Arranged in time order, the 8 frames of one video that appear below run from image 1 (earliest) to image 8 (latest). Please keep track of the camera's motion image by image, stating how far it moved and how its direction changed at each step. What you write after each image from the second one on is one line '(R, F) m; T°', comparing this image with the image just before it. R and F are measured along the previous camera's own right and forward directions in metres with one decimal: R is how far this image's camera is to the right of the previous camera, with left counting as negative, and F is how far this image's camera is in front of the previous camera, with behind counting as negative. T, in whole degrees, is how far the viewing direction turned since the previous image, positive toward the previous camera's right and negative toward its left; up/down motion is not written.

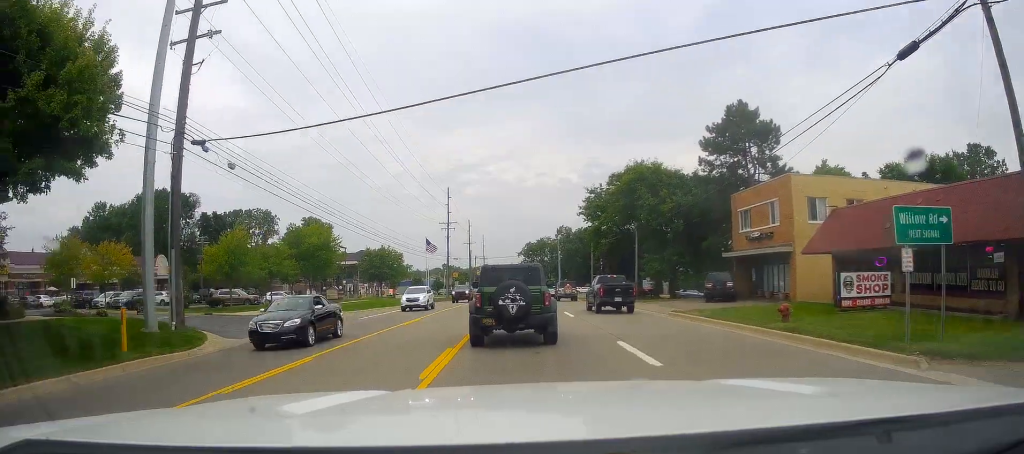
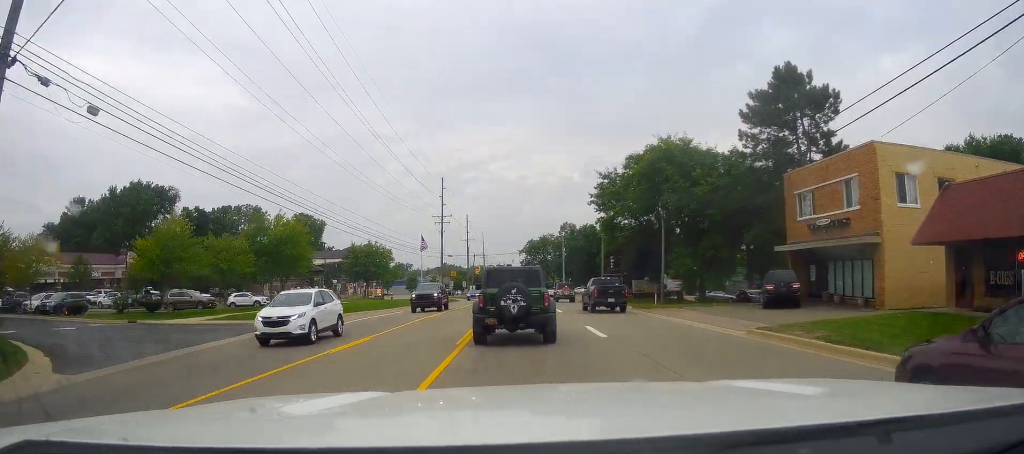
(0.0, +7.9) m; -3°
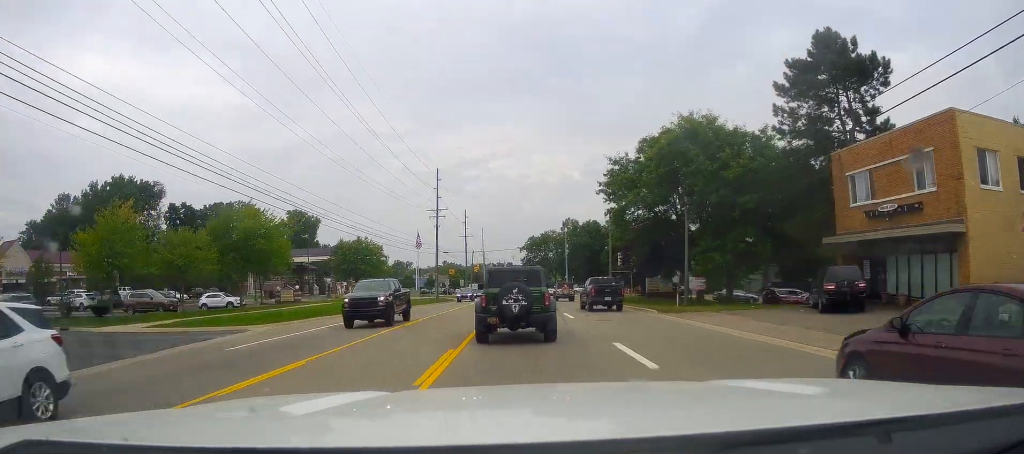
(0.0, +5.2) m; -2°
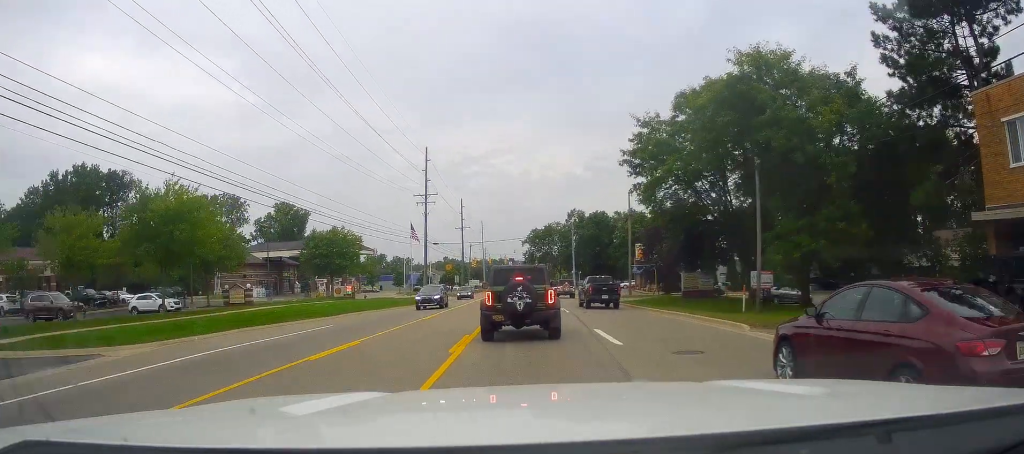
(-0.6, +10.4) m; +1°
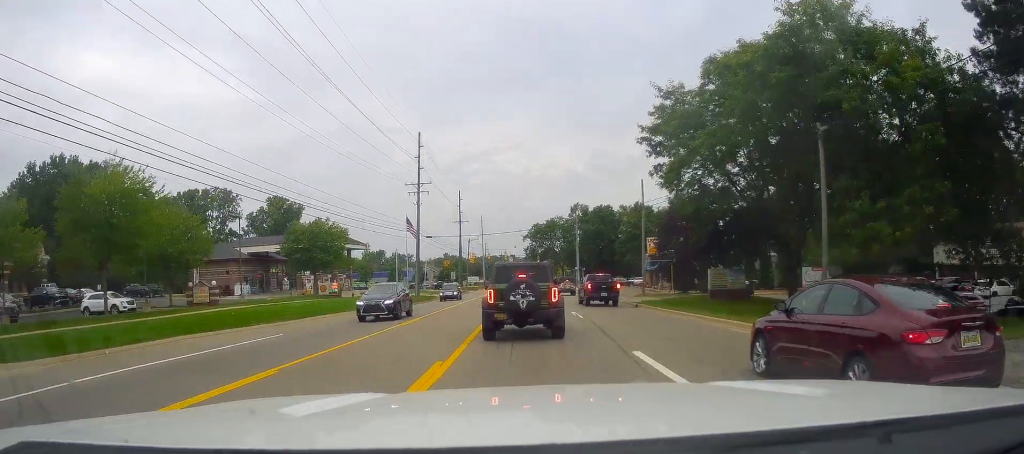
(+0.4, +5.7) m; +2°
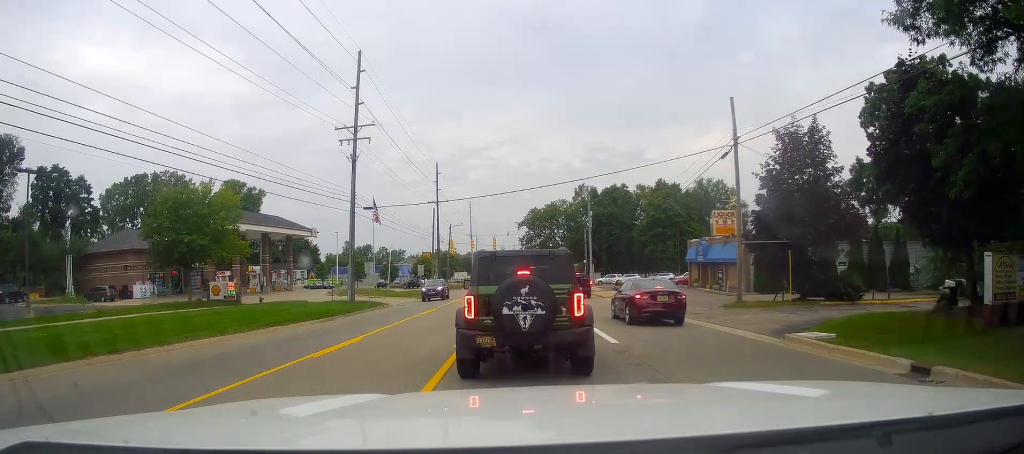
(+0.1, +31.7) m; 0°
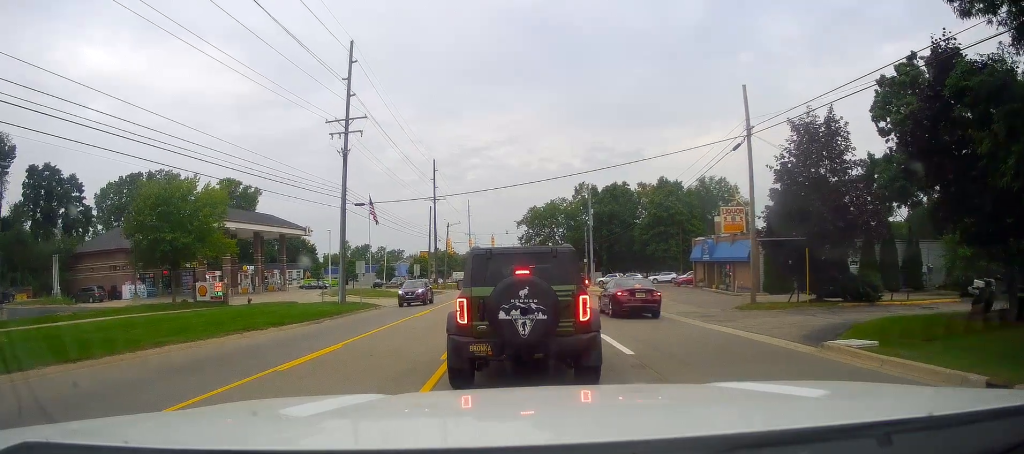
(+0.1, +3.7) m; +1°
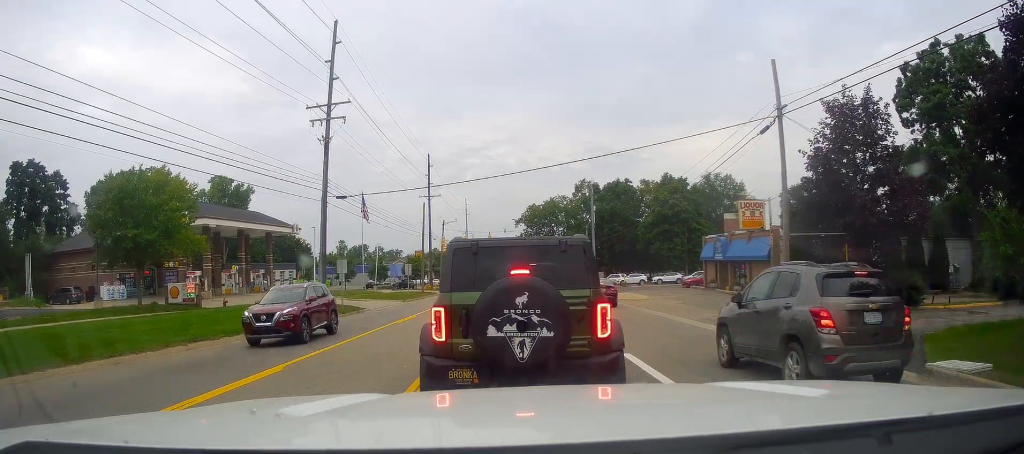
(+0.1, +7.5) m; 0°
